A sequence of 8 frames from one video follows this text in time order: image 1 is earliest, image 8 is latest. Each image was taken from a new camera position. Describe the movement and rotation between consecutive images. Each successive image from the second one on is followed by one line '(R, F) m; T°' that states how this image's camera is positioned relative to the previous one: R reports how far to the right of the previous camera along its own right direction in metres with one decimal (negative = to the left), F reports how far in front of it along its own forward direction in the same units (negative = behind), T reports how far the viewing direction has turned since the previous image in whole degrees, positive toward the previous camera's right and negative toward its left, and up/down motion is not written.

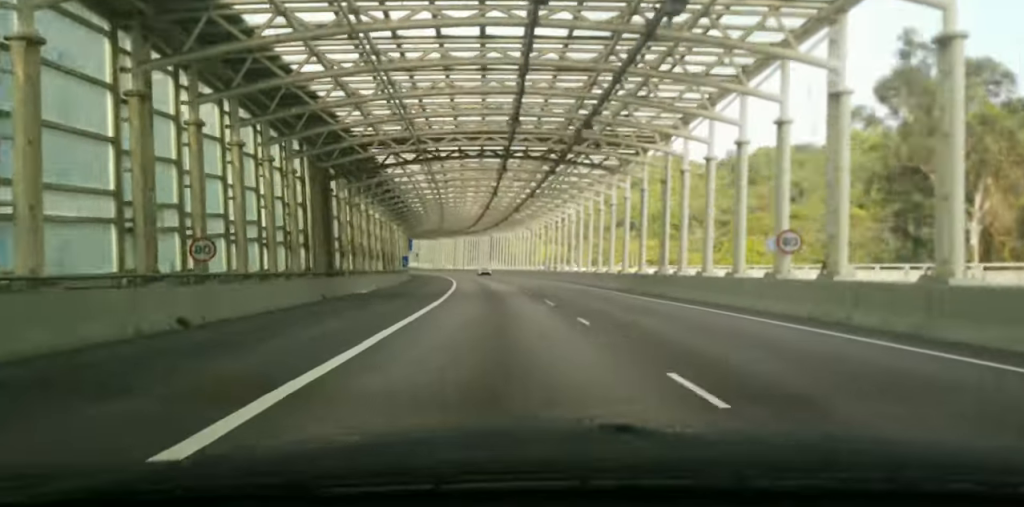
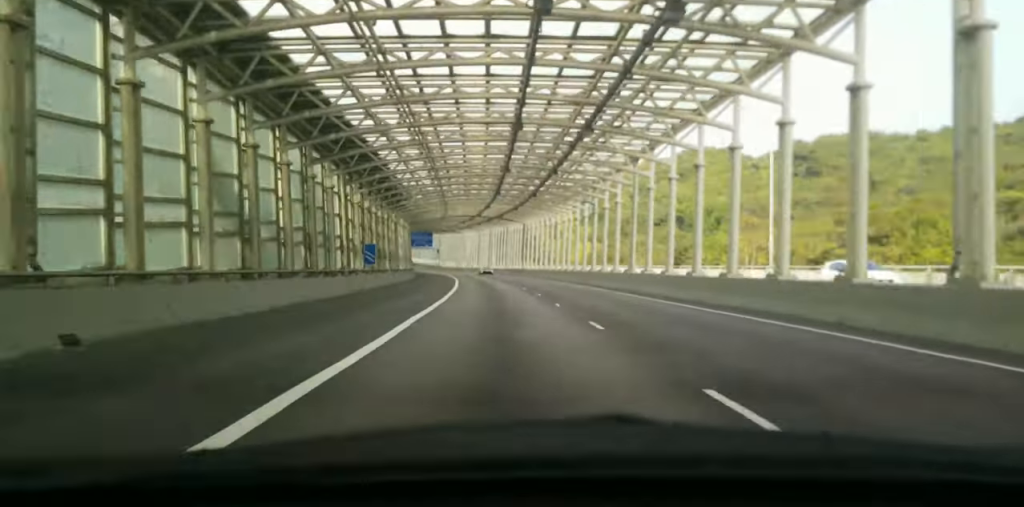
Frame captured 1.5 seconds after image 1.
(-1.1, +37.1) m; -2°
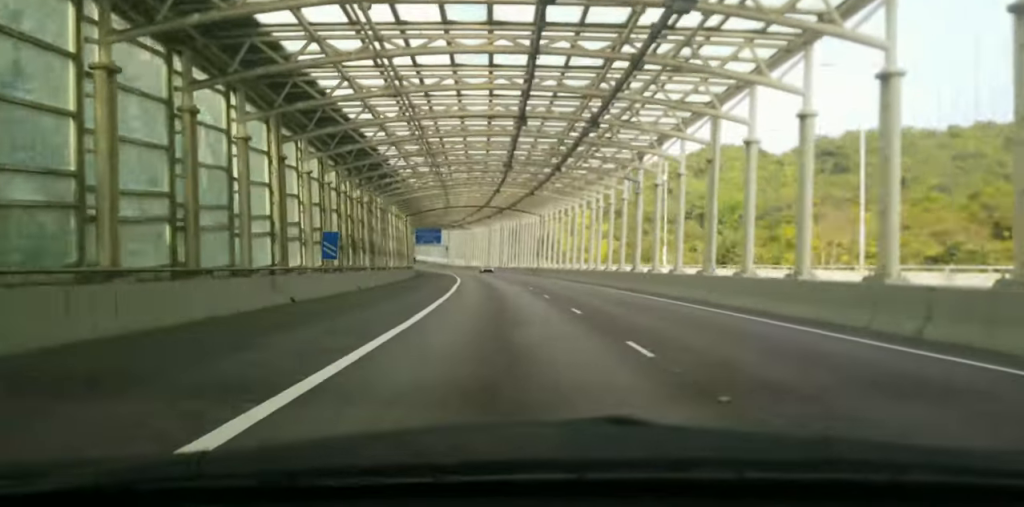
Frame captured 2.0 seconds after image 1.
(-0.1, +14.0) m; -1°
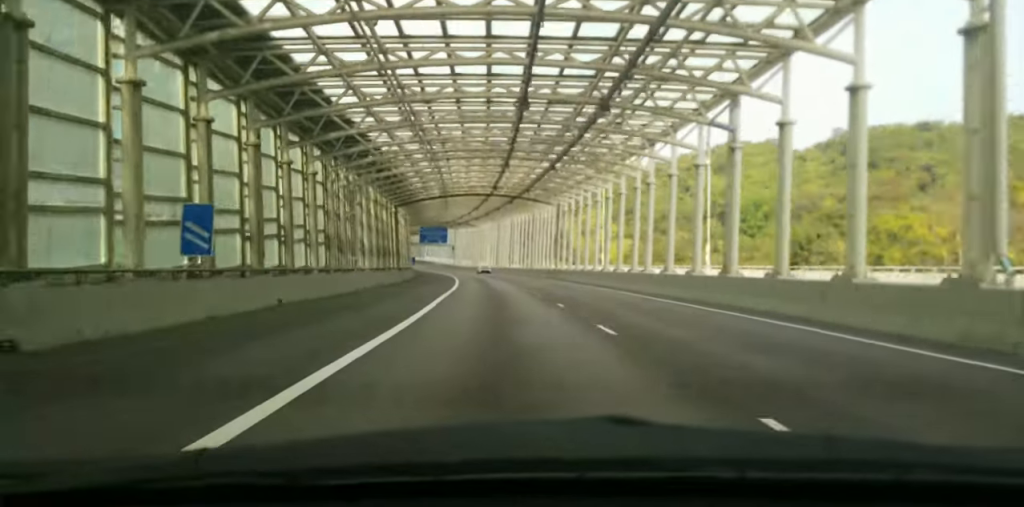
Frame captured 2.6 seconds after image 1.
(-0.1, +15.0) m; -1°
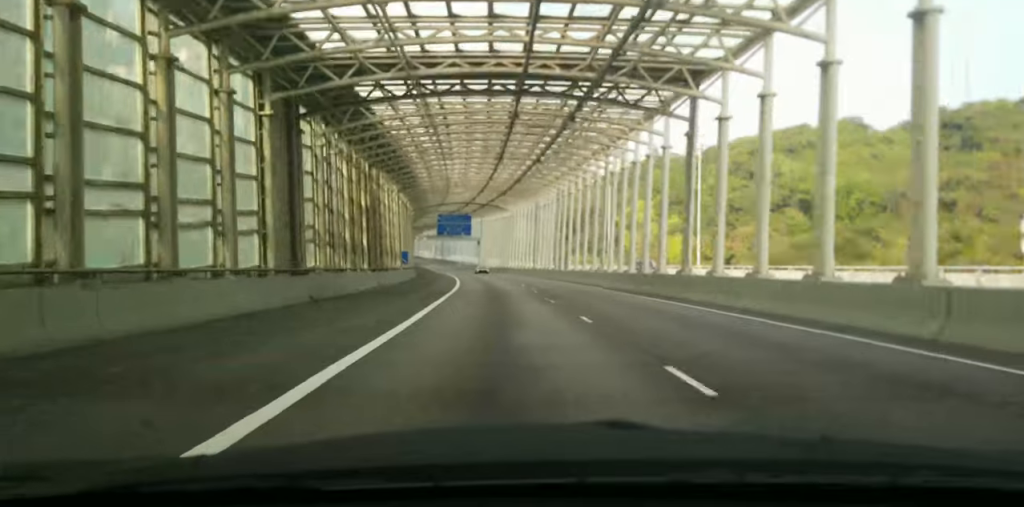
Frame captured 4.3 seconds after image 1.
(-1.0, +41.1) m; -3°
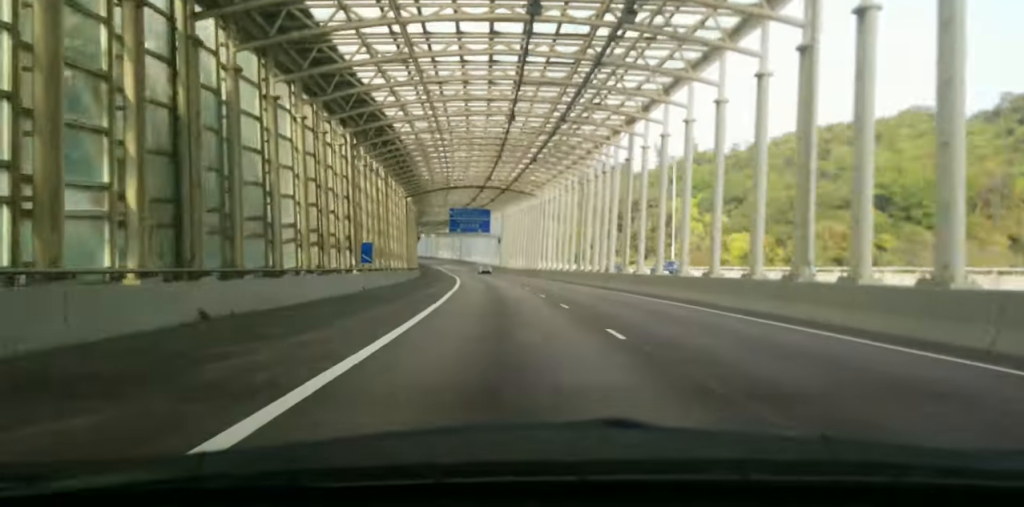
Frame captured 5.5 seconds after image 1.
(-0.4, +30.7) m; 0°
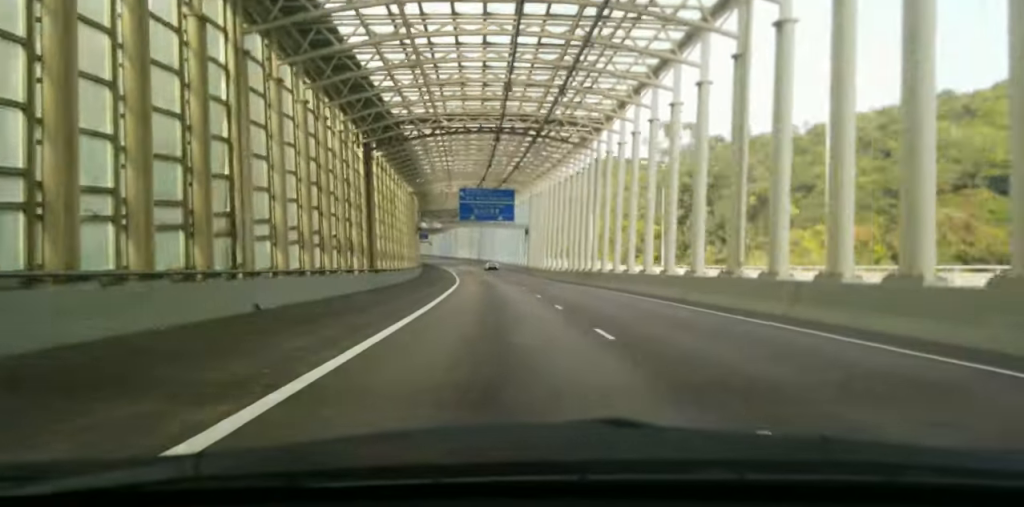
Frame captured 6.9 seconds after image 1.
(+0.3, +36.5) m; -2°
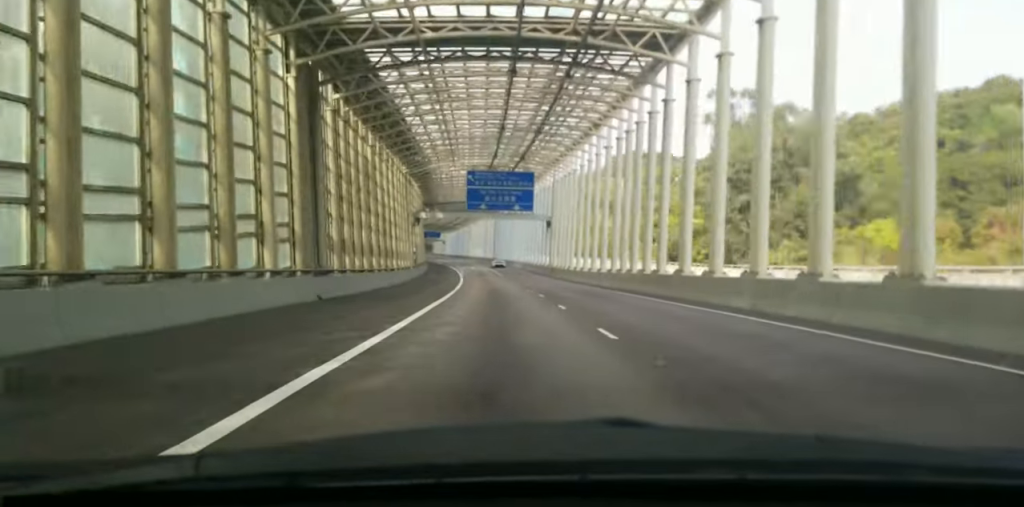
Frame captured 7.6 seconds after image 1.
(-0.8, +19.1) m; -2°
